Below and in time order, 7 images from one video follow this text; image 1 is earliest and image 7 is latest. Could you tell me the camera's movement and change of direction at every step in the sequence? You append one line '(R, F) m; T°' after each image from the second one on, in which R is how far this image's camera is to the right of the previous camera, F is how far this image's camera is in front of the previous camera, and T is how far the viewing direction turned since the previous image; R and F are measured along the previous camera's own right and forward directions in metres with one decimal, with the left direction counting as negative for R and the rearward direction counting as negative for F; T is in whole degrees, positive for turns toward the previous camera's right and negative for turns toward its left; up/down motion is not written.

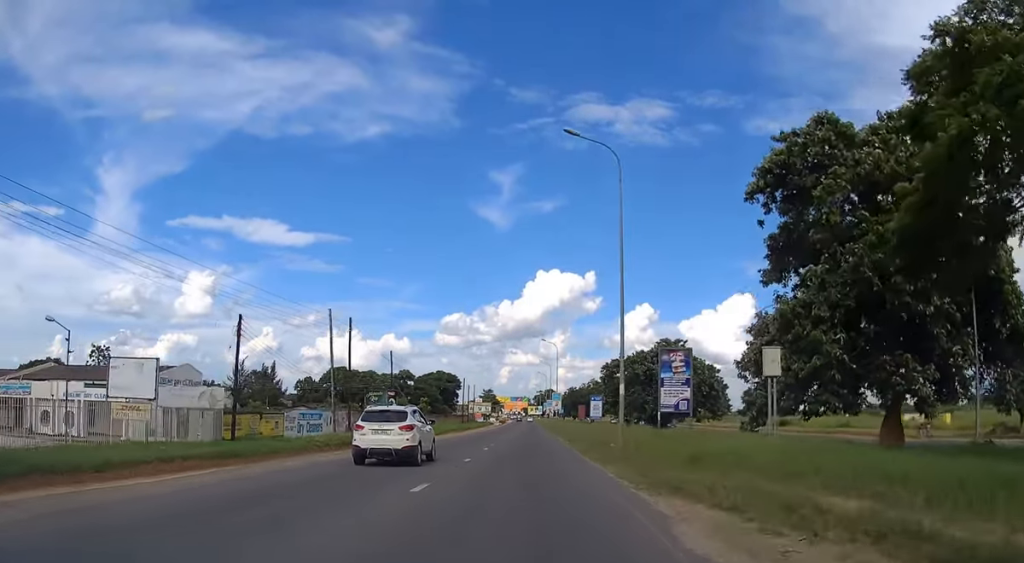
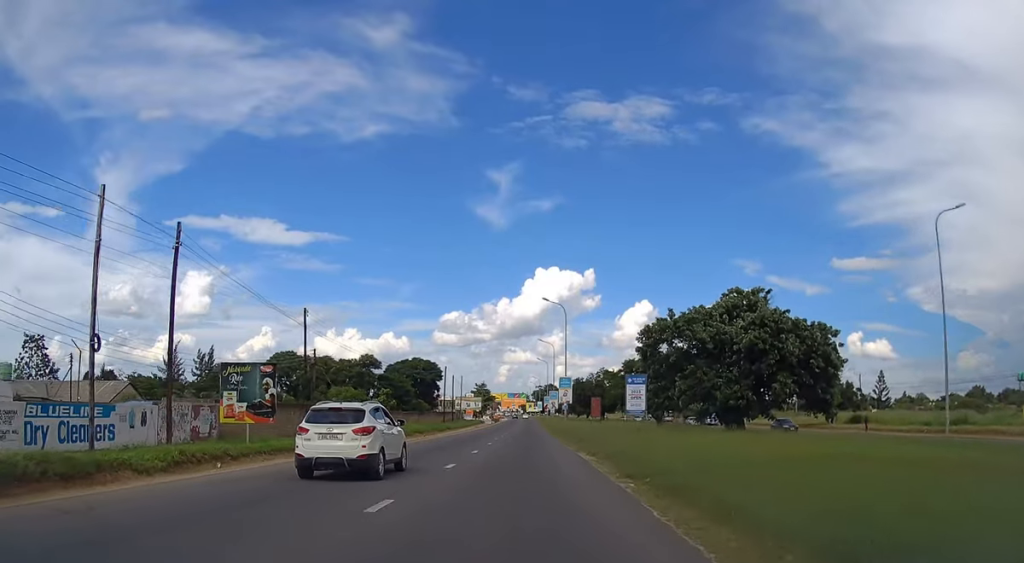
(0.0, +30.8) m; 0°
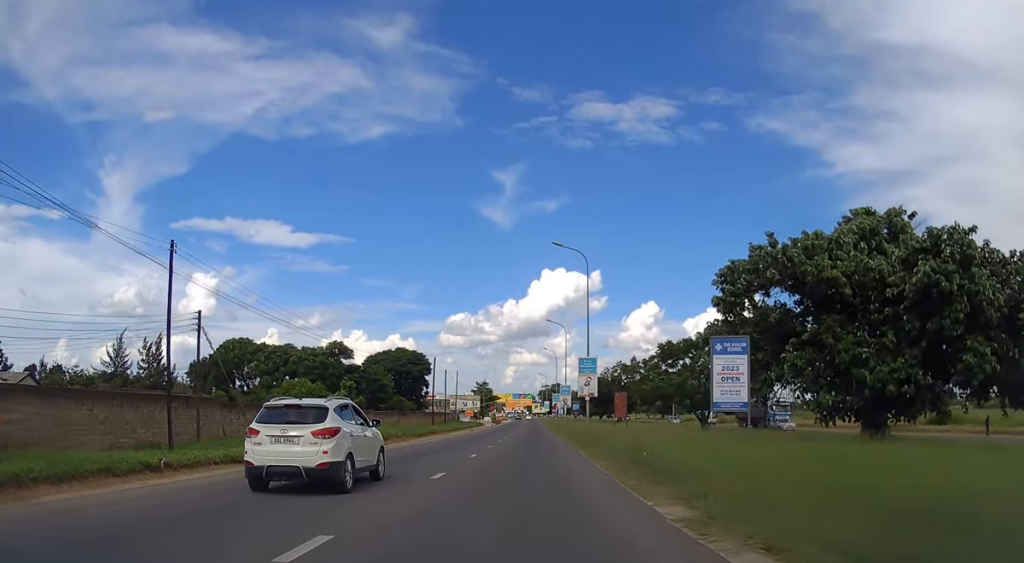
(0.0, +20.9) m; 0°
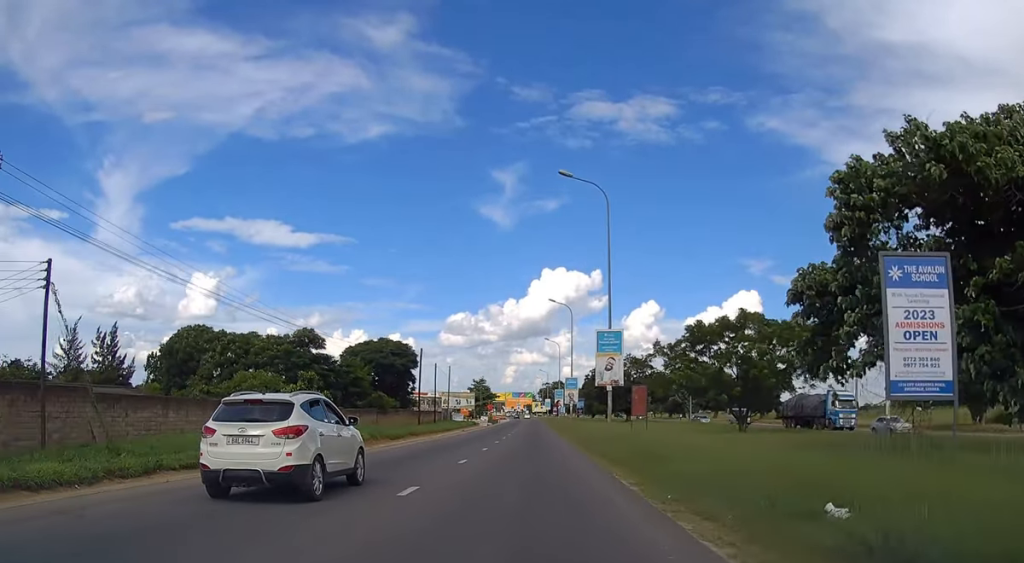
(0.0, +12.8) m; 0°
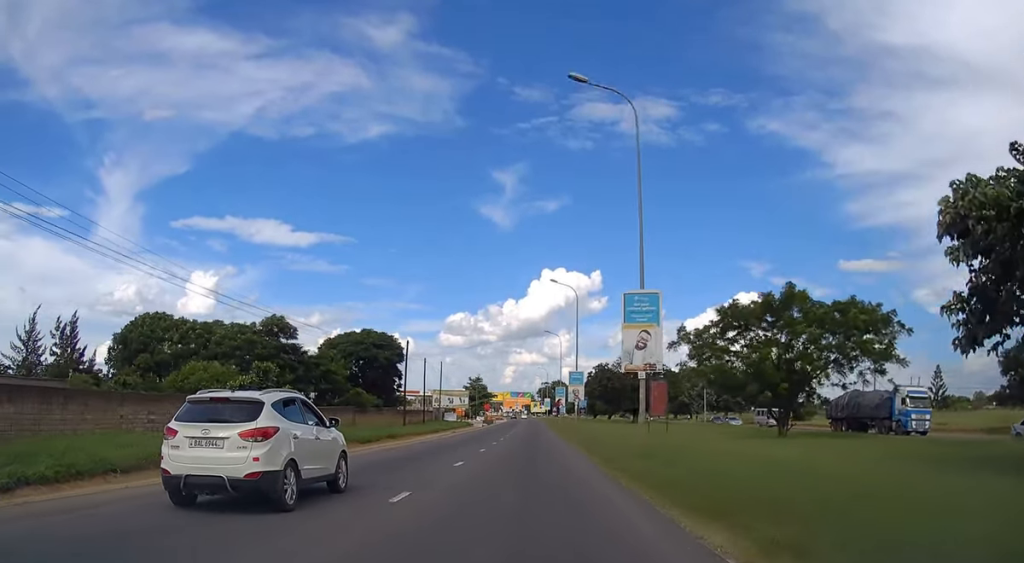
(0.0, +9.7) m; 0°
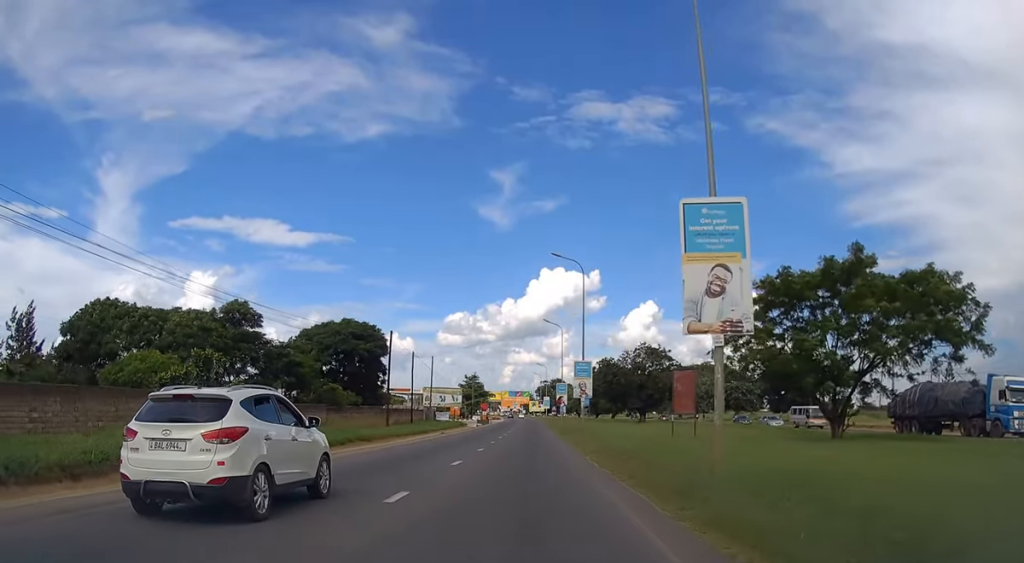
(-0.1, +9.1) m; 0°
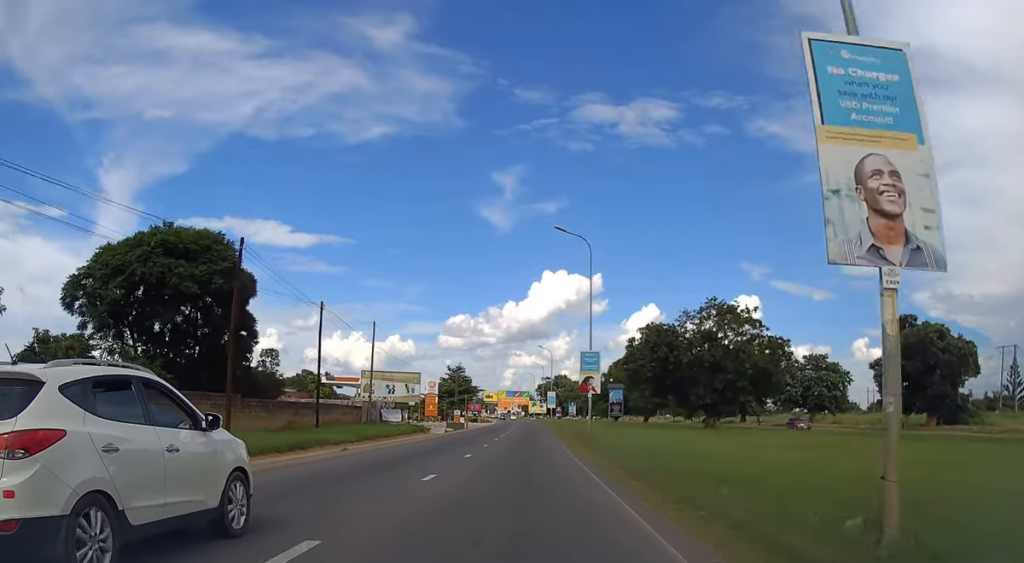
(-0.3, +41.7) m; 0°
